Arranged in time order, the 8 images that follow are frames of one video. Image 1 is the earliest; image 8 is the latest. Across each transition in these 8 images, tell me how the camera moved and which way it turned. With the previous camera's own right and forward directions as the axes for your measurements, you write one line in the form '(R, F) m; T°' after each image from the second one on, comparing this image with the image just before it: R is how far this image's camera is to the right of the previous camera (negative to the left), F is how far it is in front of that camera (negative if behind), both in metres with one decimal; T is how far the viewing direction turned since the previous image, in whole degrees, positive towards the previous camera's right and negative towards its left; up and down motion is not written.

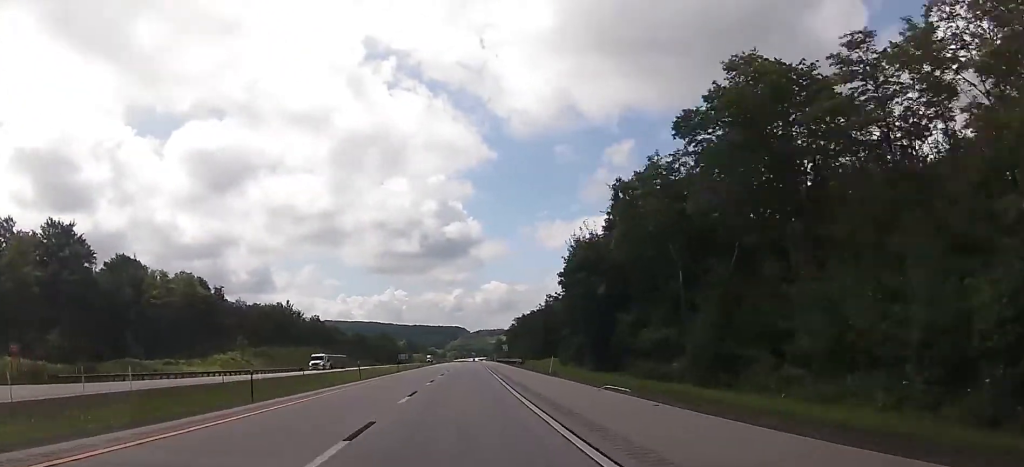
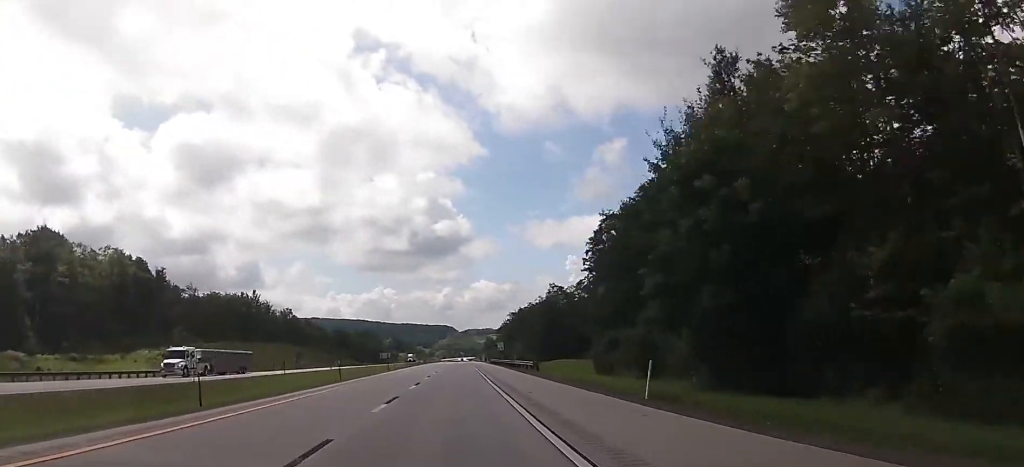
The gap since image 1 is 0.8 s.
(-0.1, +27.4) m; +2°
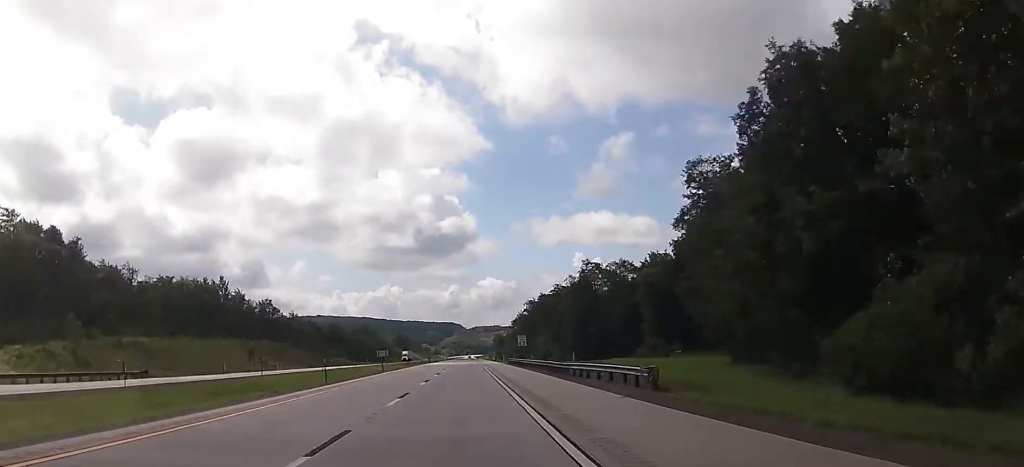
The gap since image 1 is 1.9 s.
(+1.3, +35.1) m; +1°
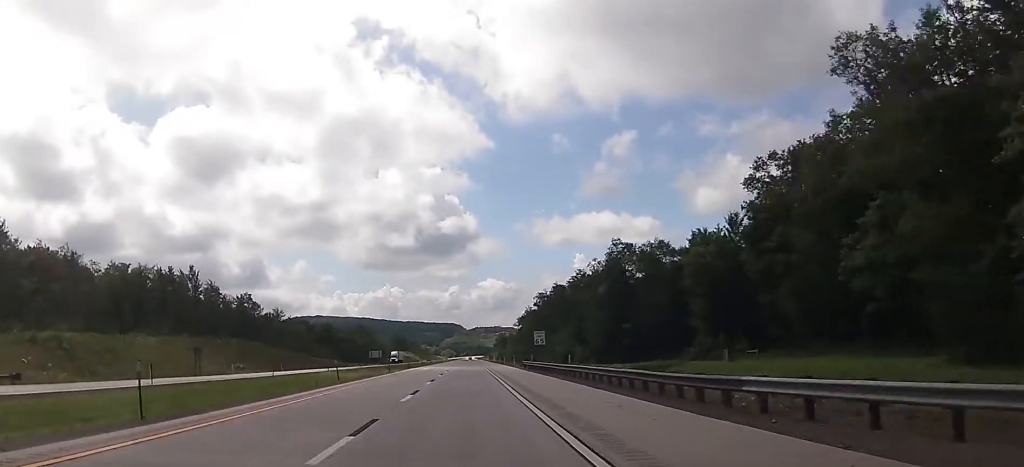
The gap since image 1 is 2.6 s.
(-0.4, +22.0) m; 0°
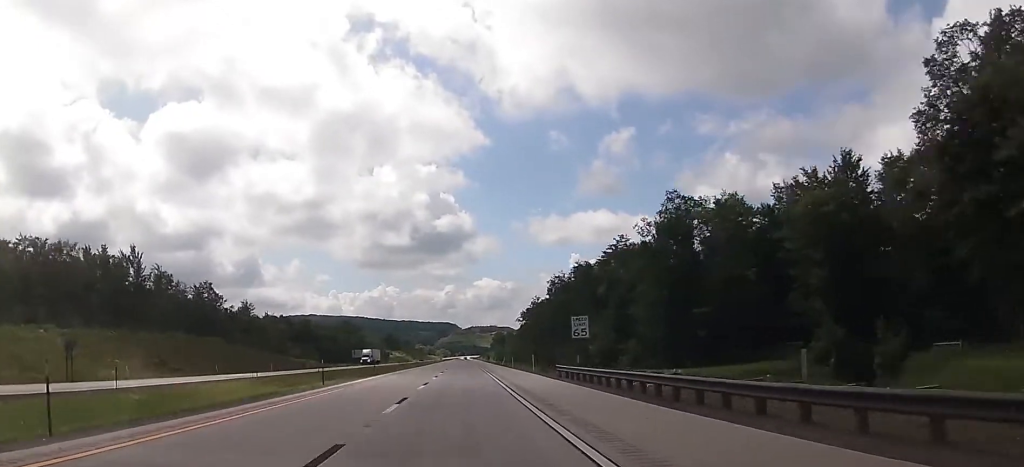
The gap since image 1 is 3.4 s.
(0.0, +28.5) m; 0°
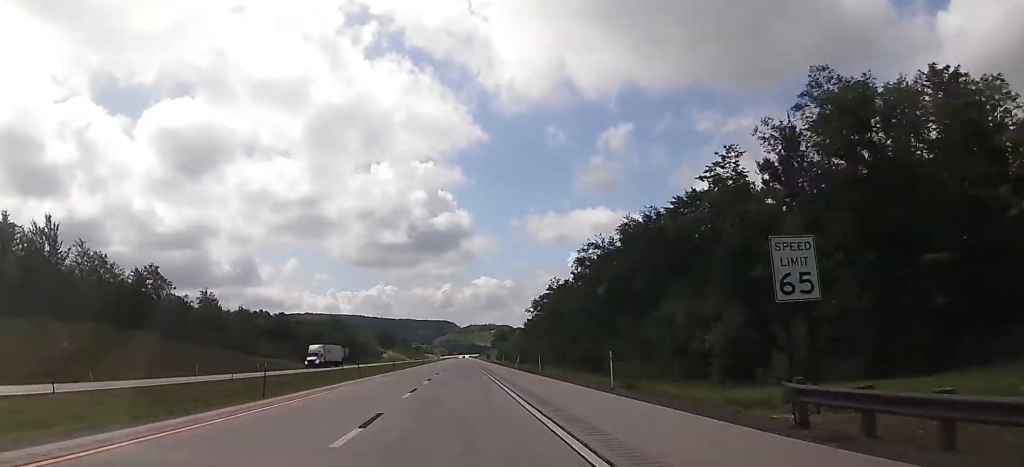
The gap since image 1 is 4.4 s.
(+0.3, +30.7) m; 0°
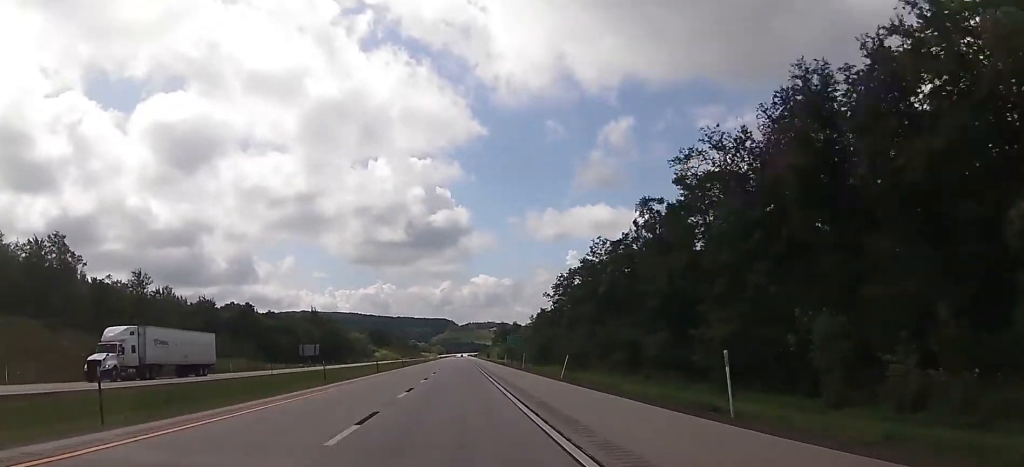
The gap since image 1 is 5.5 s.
(-0.3, +36.2) m; -1°
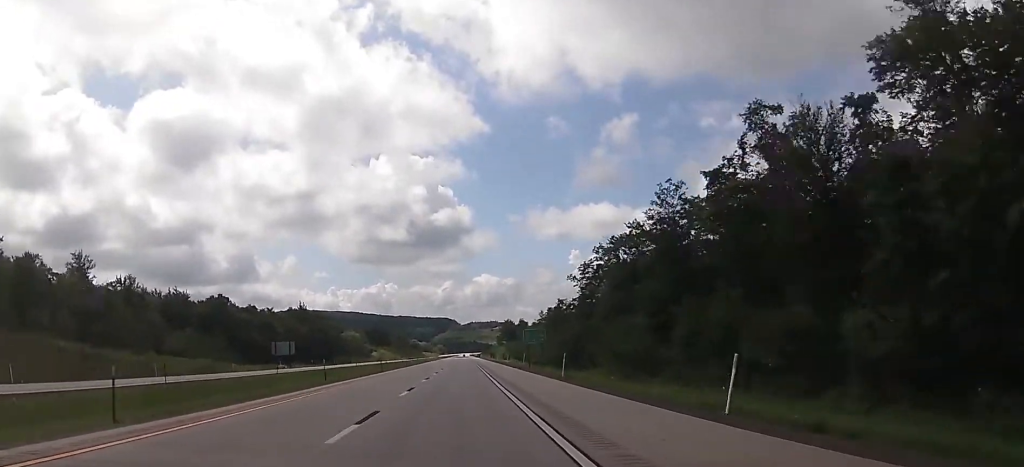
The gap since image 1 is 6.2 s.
(-0.2, +24.1) m; 0°
